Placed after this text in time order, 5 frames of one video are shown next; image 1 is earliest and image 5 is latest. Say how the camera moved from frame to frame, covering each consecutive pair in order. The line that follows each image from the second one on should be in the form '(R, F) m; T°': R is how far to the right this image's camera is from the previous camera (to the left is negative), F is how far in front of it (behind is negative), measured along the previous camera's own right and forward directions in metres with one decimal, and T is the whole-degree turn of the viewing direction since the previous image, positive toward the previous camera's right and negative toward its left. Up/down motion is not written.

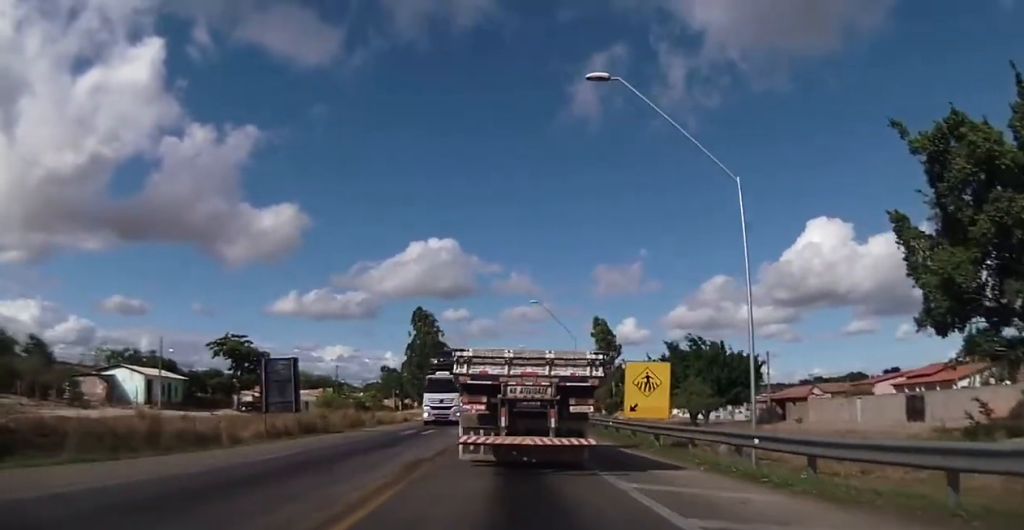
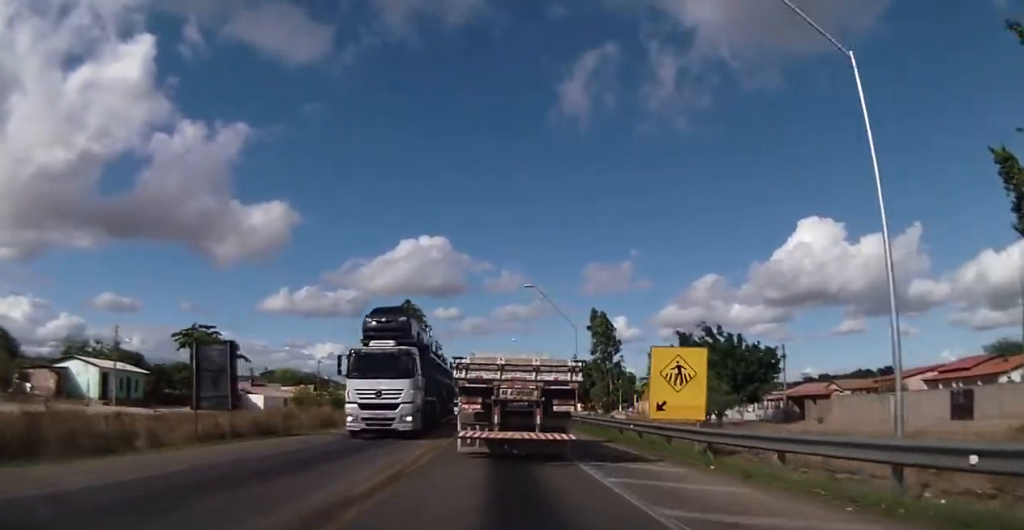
(-0.1, +5.3) m; -3°
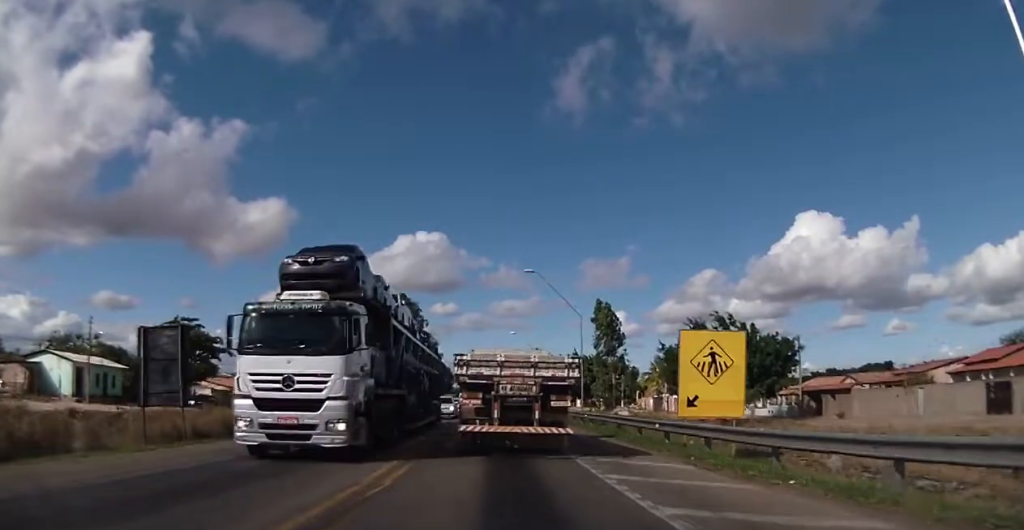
(-0.1, +3.2) m; 0°
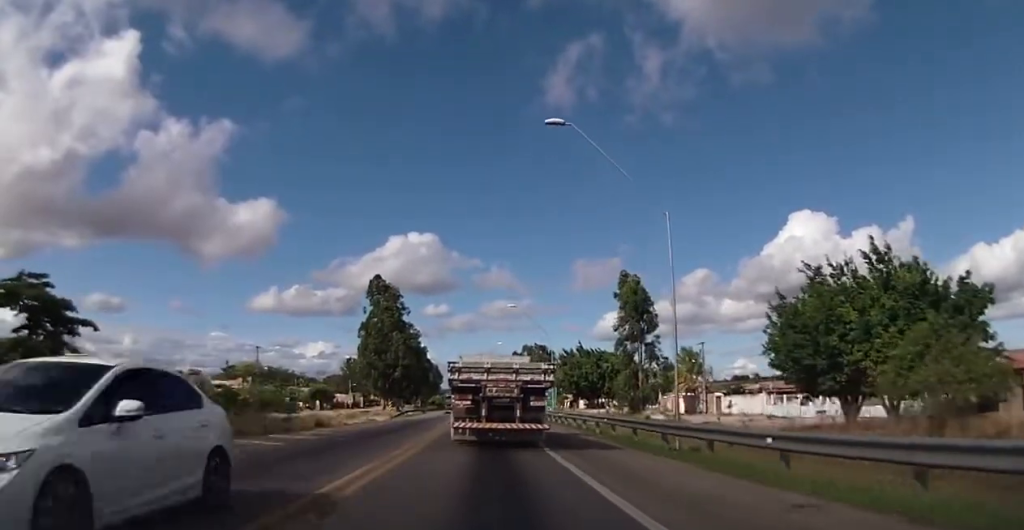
(+0.9, +22.0) m; +4°
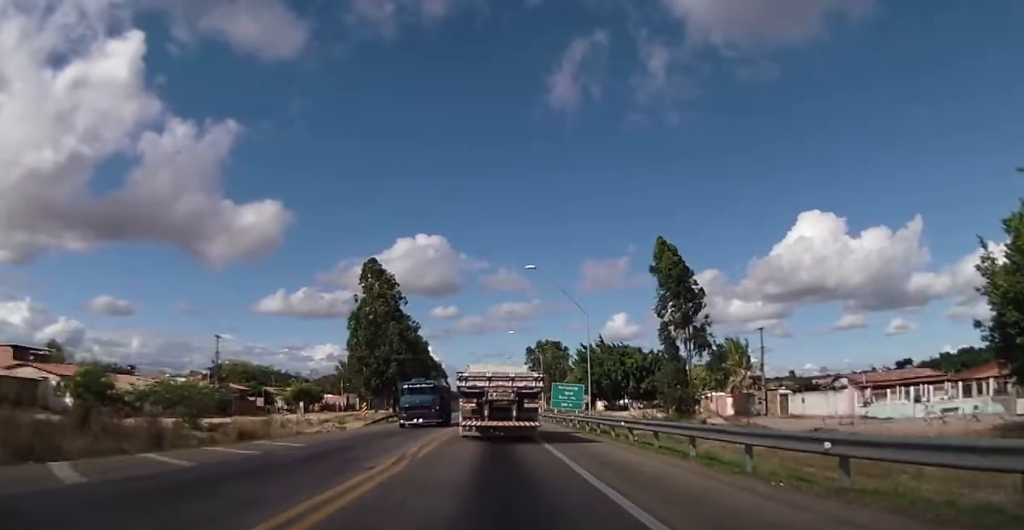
(-0.1, +16.3) m; -2°
